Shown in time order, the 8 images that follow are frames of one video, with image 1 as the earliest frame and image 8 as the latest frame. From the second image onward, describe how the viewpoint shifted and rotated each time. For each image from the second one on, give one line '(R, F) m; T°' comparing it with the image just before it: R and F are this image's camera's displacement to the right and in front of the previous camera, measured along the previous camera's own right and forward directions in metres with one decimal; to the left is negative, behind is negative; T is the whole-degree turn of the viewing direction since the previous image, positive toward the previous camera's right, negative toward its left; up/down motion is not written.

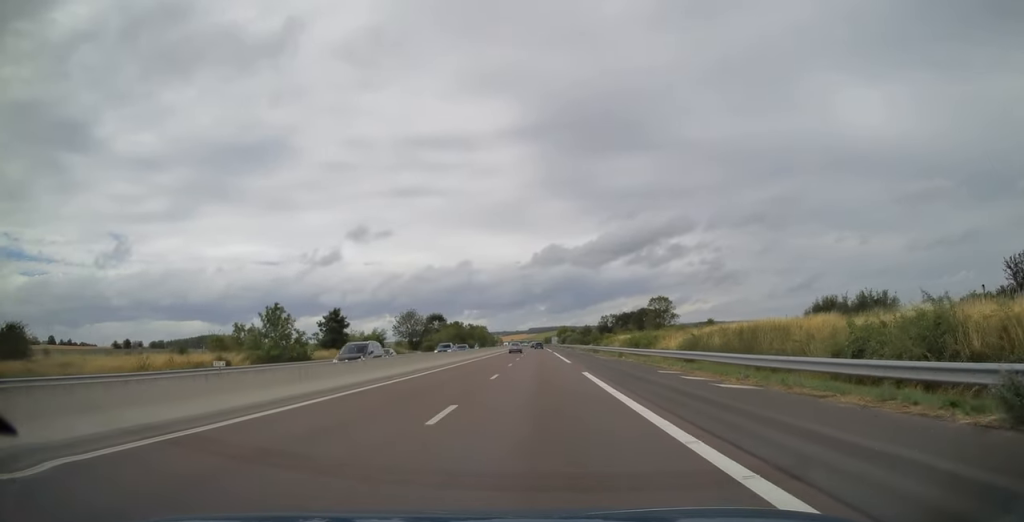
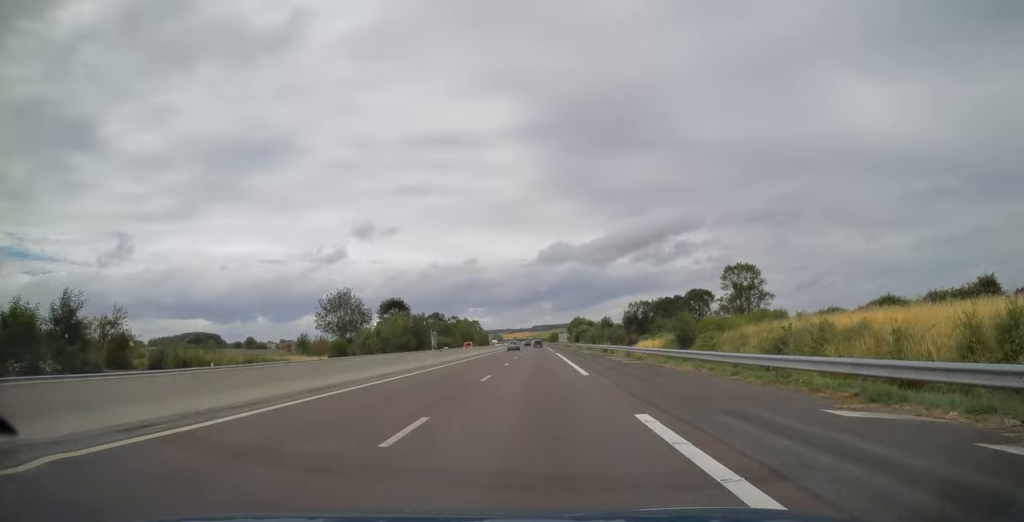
(-0.4, +67.1) m; -1°
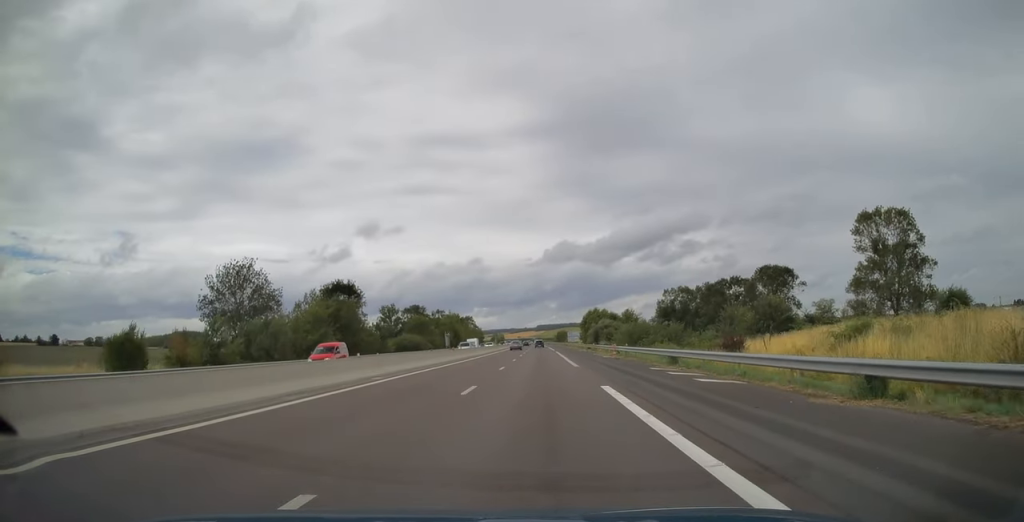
(-0.1, +44.5) m; 0°
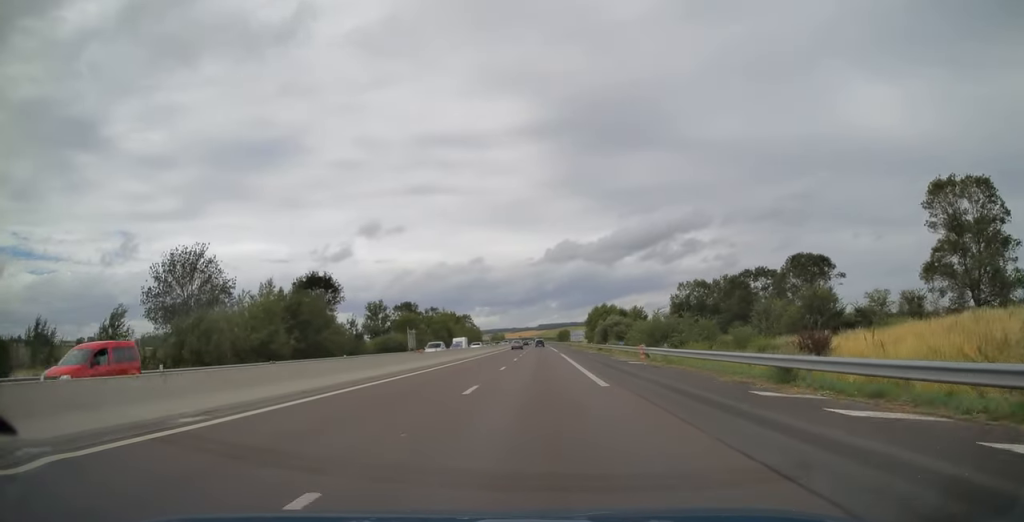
(0.0, +12.9) m; 0°
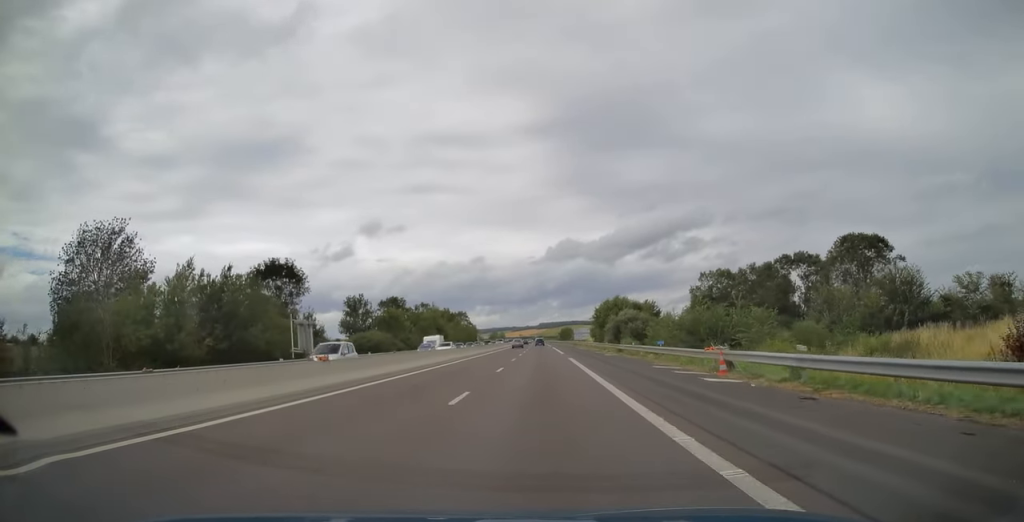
(0.0, +15.5) m; 0°
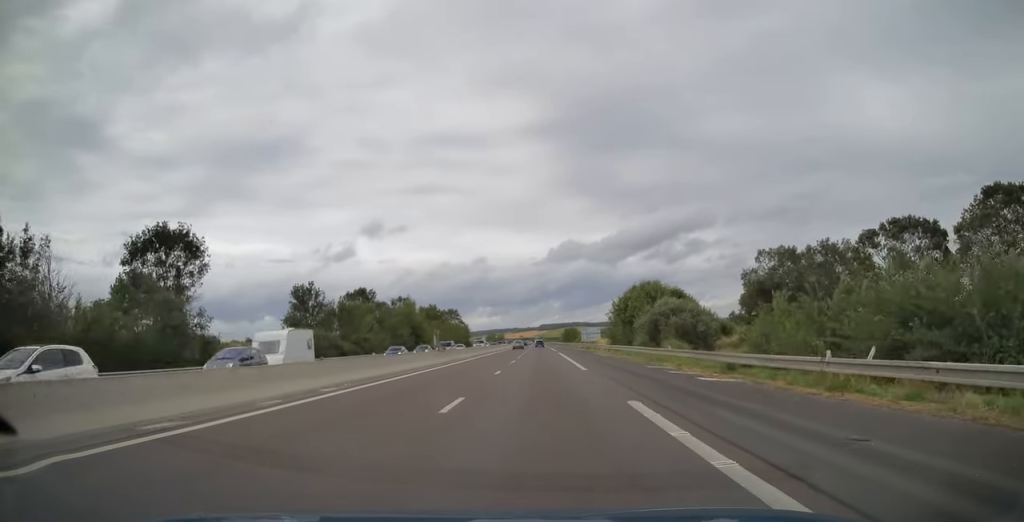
(-0.1, +27.4) m; 0°
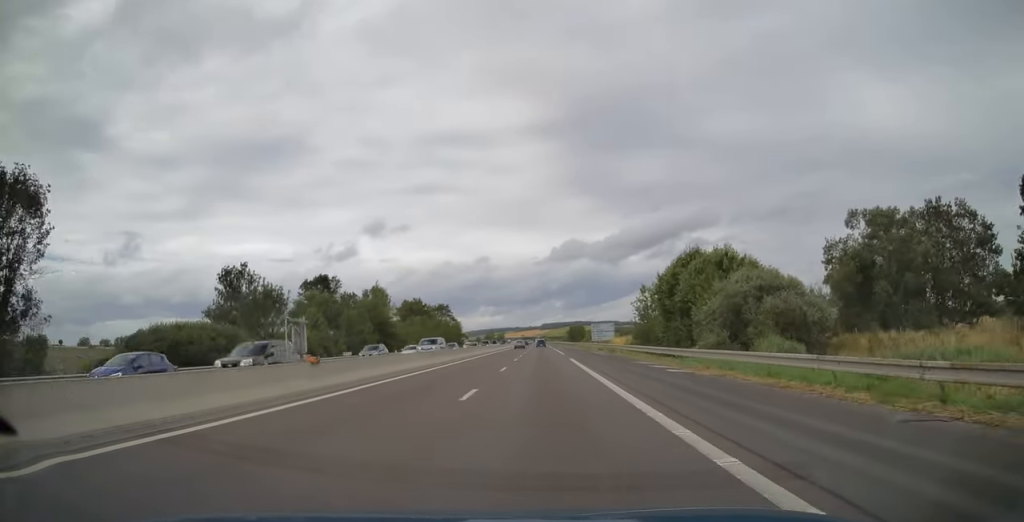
(0.0, +23.6) m; 0°
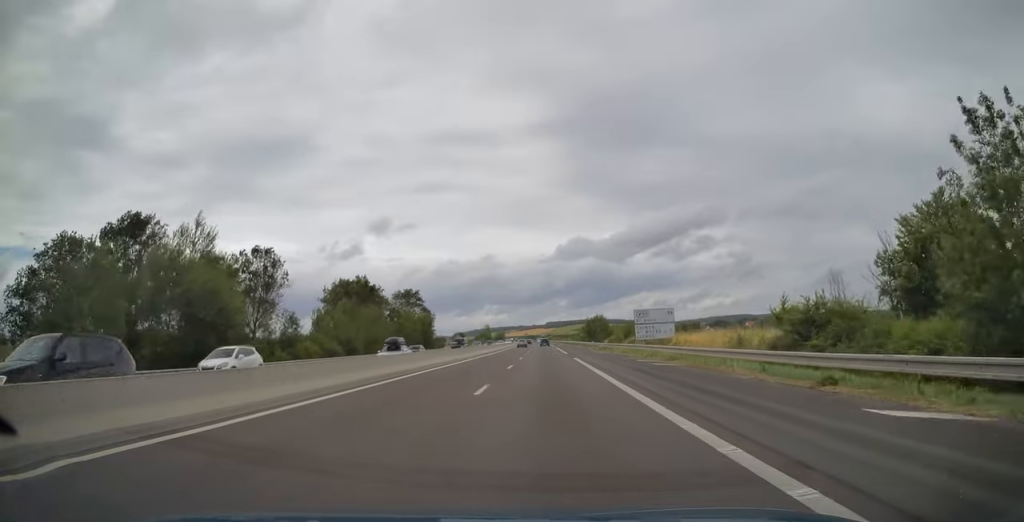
(-0.1, +51.0) m; 0°
